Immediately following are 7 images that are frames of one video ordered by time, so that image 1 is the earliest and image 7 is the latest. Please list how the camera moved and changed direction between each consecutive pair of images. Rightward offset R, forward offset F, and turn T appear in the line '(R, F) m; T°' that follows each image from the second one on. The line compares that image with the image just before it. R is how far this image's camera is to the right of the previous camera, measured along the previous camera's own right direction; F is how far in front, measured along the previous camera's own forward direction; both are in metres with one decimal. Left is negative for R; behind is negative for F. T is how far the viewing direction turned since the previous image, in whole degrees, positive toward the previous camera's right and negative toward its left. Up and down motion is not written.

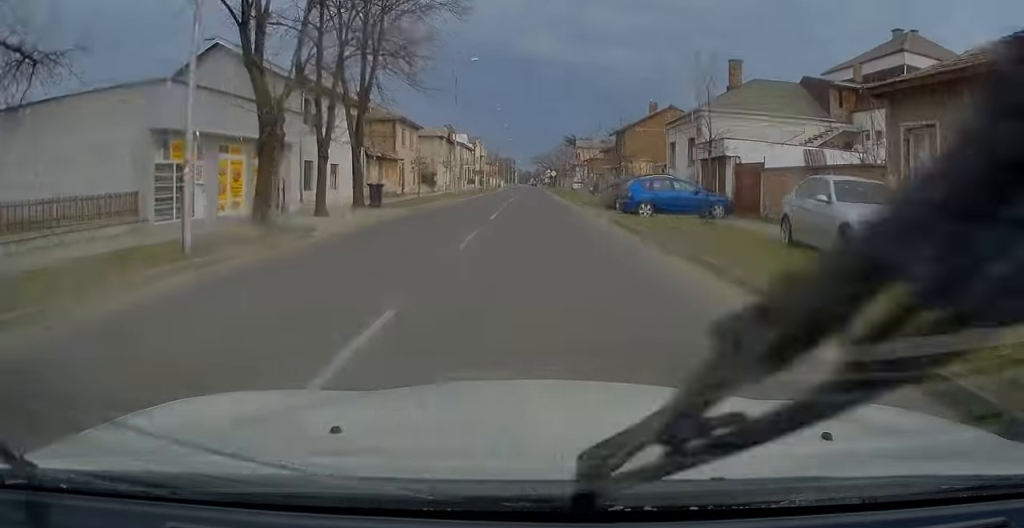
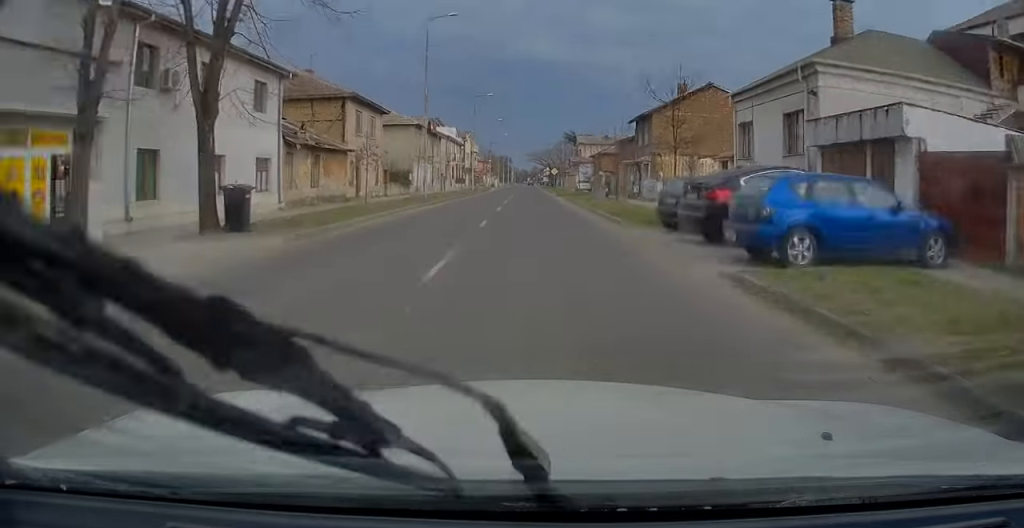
(-0.2, +13.4) m; -1°
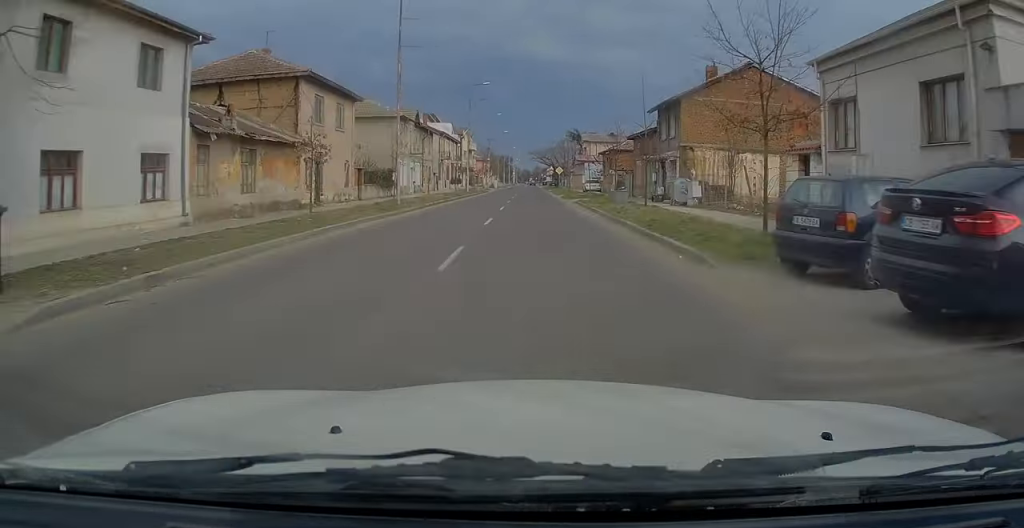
(-0.1, +8.0) m; +1°
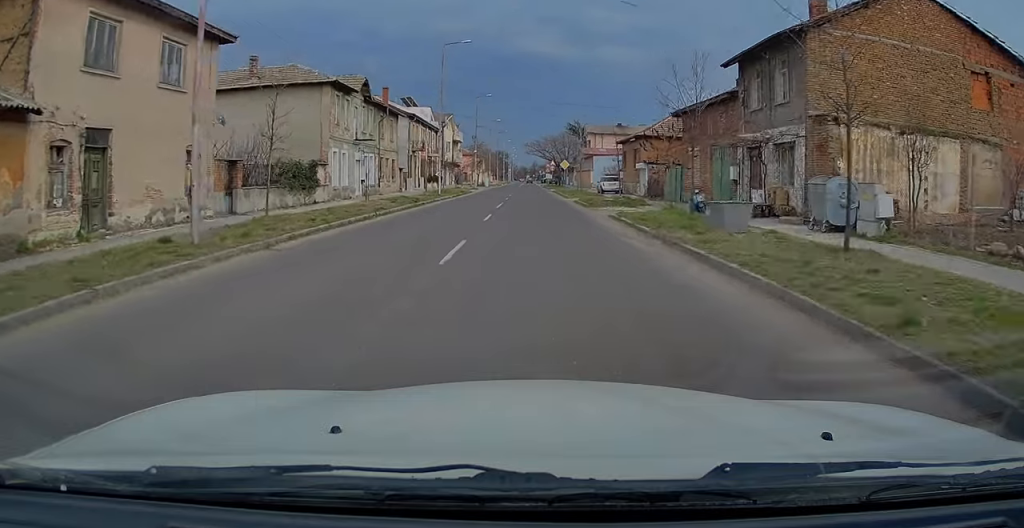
(+0.6, +17.6) m; +2°
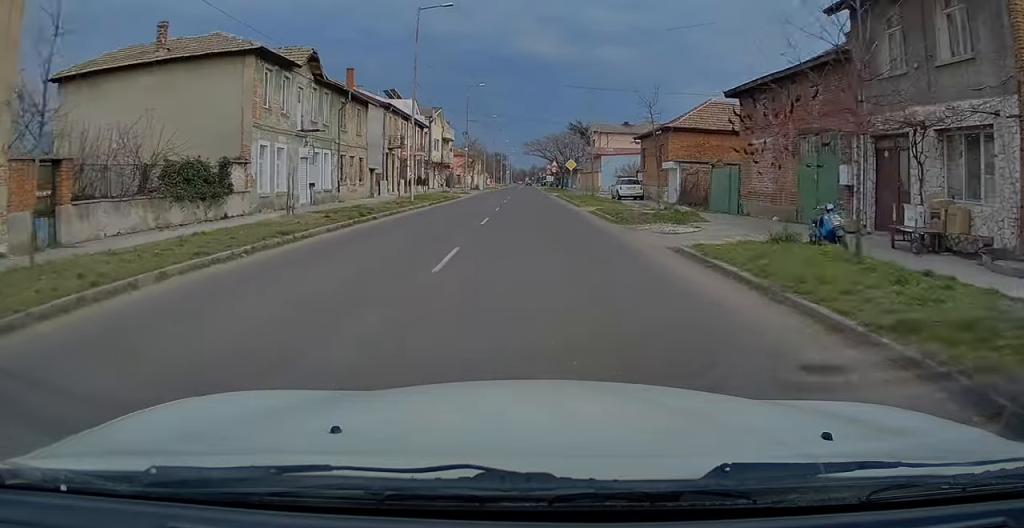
(0.0, +9.9) m; 0°
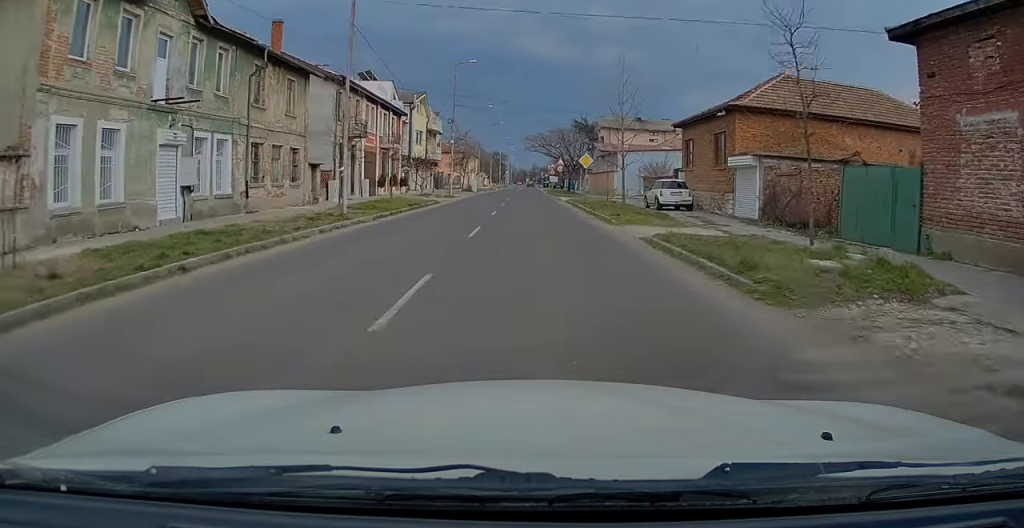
(-0.1, +12.4) m; -2°
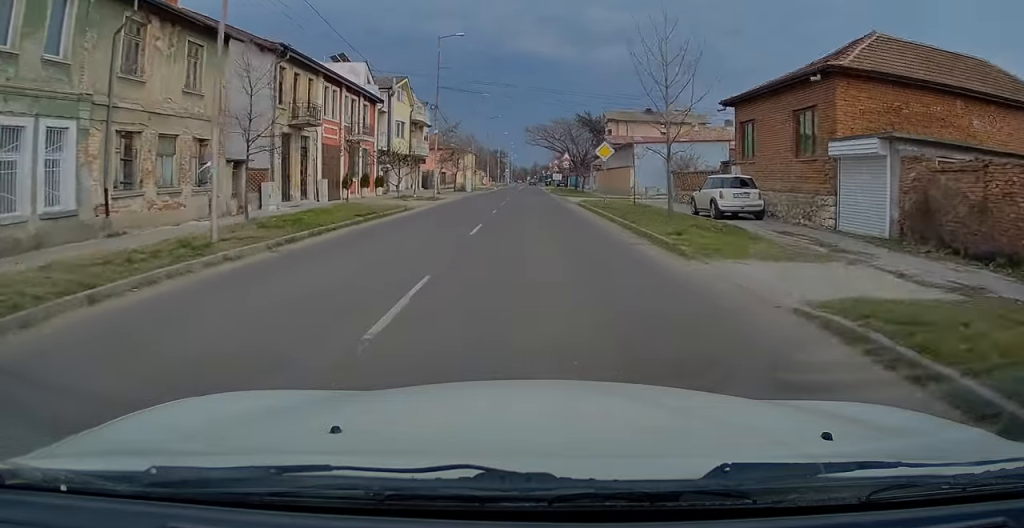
(-0.2, +8.8) m; -1°
